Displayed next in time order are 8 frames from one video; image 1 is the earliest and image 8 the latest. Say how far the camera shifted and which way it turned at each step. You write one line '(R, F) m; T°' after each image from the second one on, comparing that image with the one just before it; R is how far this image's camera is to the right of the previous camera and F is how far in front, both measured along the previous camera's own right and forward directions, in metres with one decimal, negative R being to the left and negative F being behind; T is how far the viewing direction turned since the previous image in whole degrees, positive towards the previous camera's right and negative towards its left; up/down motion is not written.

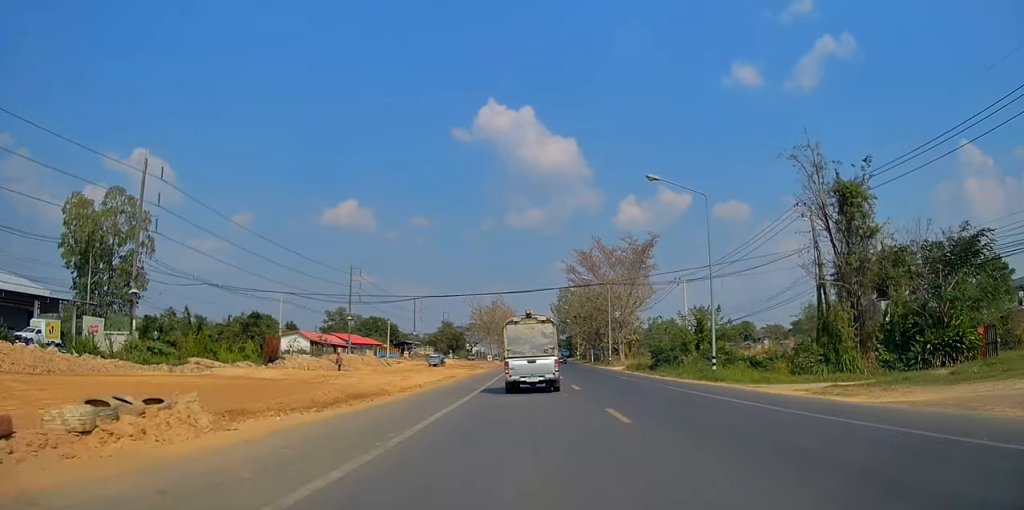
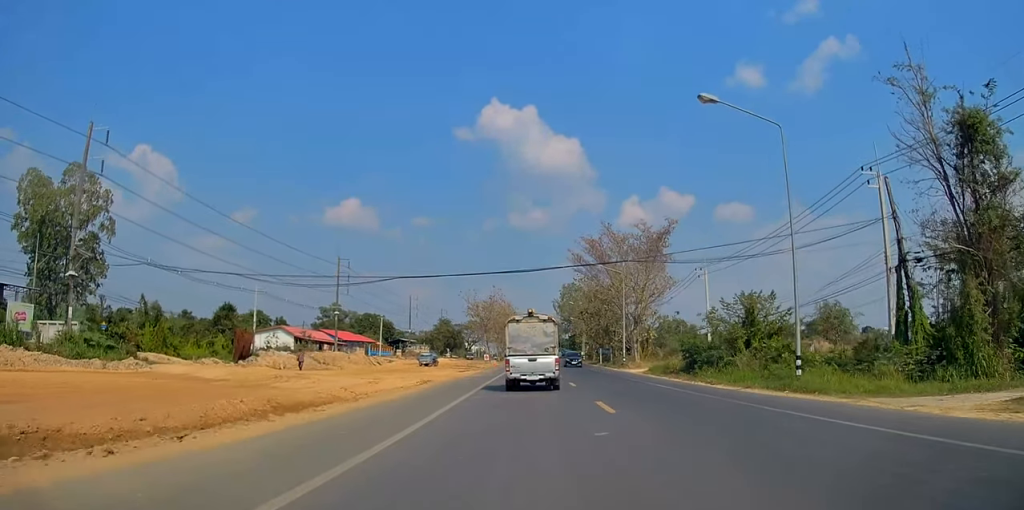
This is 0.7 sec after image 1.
(0.0, +9.8) m; 0°
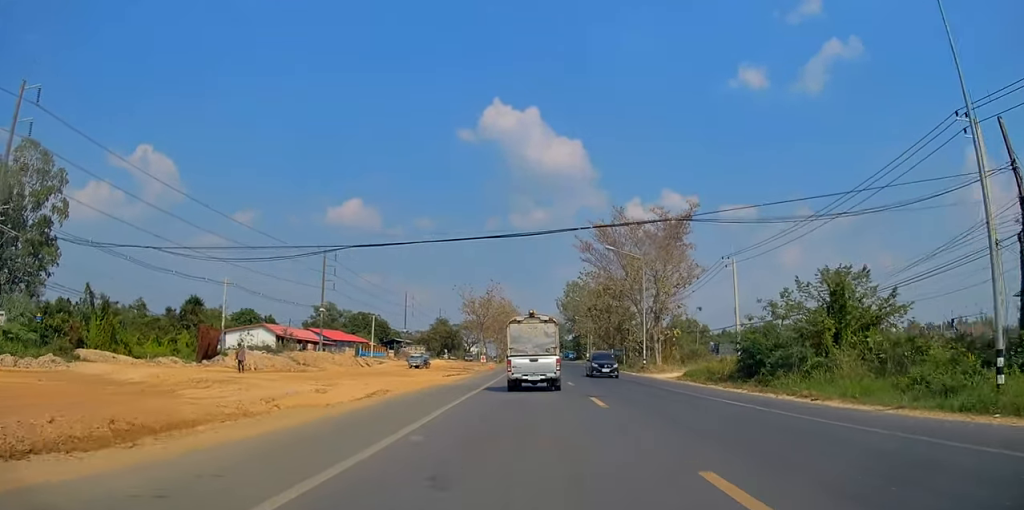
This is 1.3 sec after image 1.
(0.0, +10.2) m; 0°
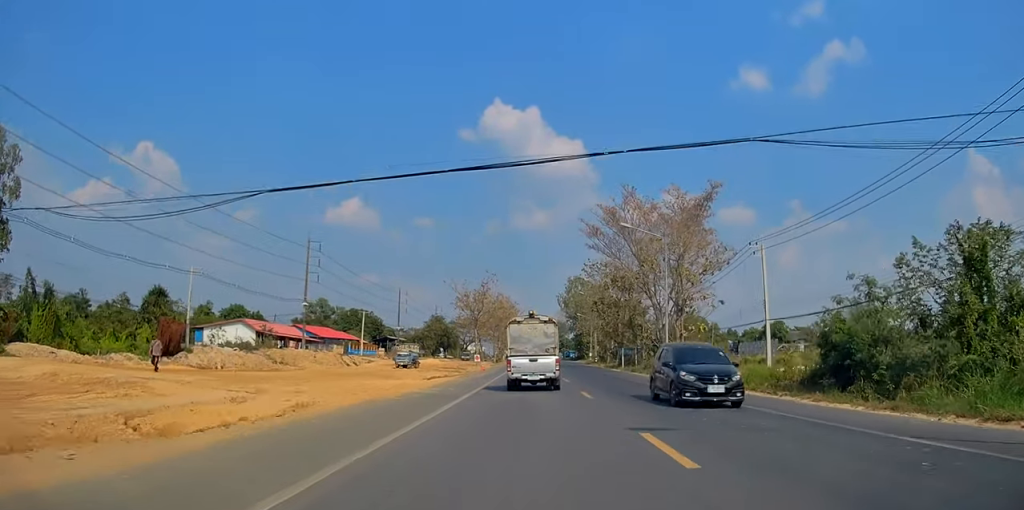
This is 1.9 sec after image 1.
(0.0, +8.5) m; 0°
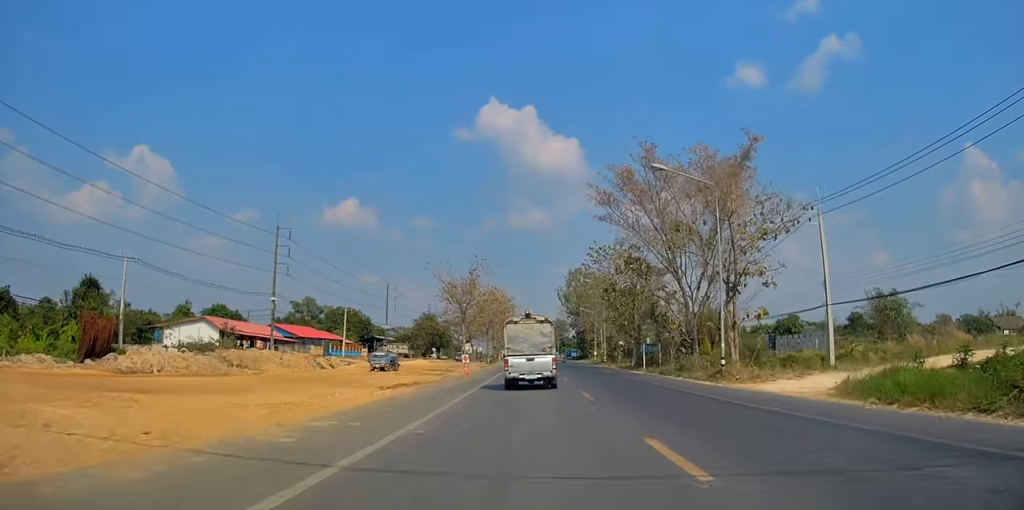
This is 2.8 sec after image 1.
(+0.1, +12.9) m; 0°
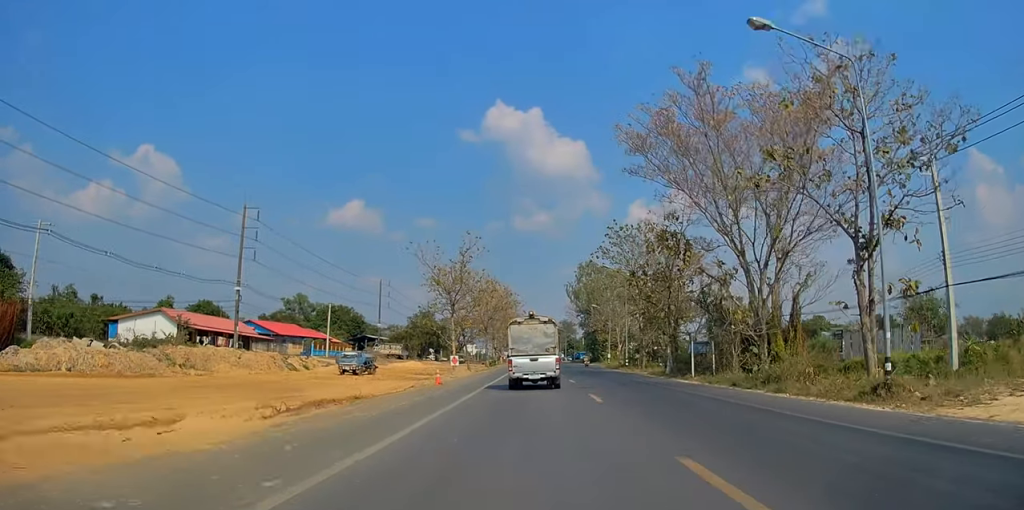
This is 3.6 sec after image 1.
(0.0, +13.1) m; 0°
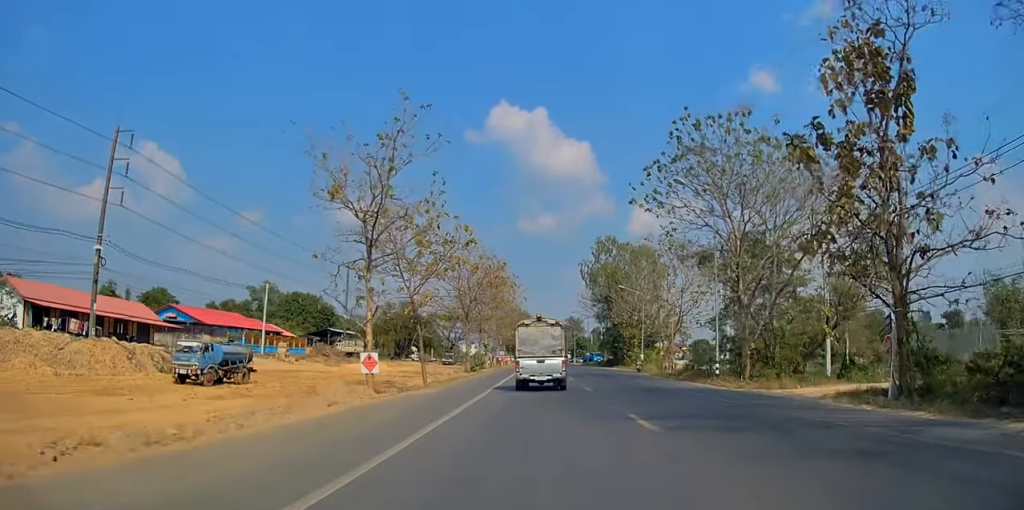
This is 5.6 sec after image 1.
(-0.6, +29.7) m; -2°
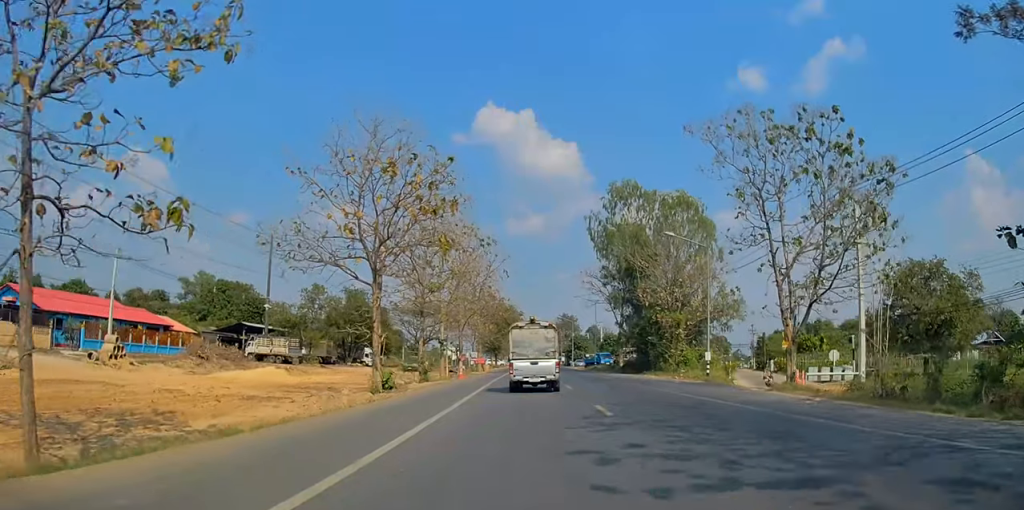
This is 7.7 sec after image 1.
(0.0, +32.0) m; 0°
